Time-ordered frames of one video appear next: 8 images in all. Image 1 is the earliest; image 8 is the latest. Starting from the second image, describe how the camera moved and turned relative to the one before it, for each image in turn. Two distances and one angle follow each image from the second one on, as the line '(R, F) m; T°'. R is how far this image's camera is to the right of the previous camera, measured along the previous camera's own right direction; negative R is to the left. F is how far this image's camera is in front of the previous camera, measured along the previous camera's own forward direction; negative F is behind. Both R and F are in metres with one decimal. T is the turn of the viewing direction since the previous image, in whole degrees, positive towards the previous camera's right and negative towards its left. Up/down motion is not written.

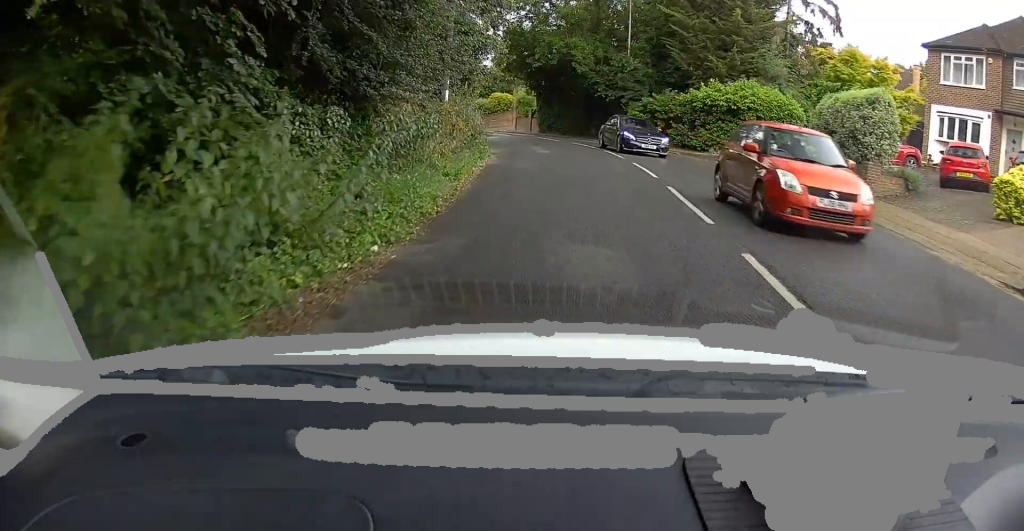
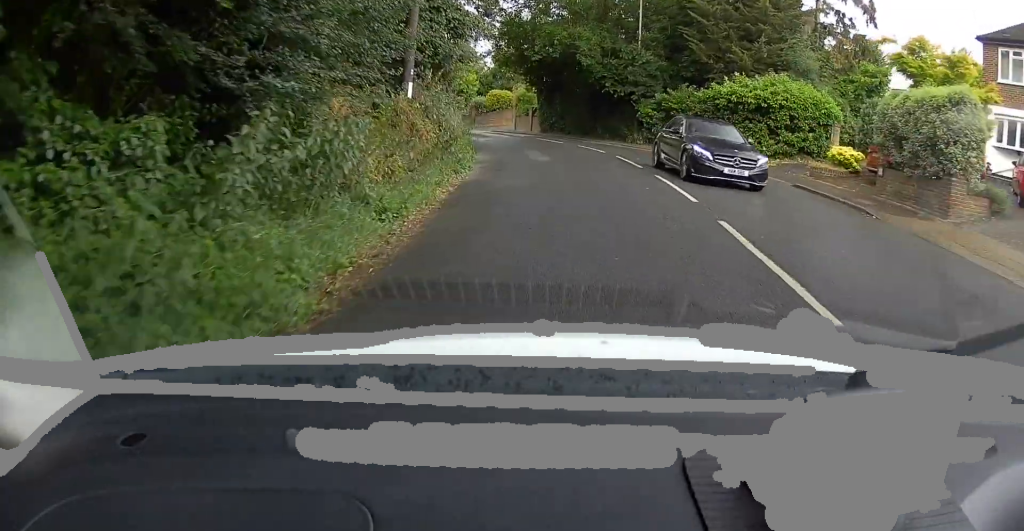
(+0.2, +4.2) m; 0°
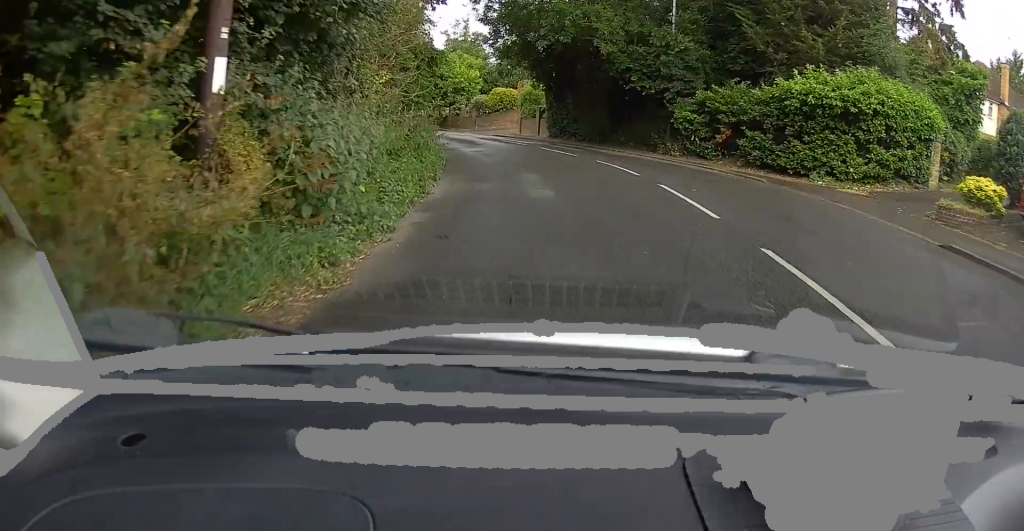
(-0.4, +7.7) m; -7°
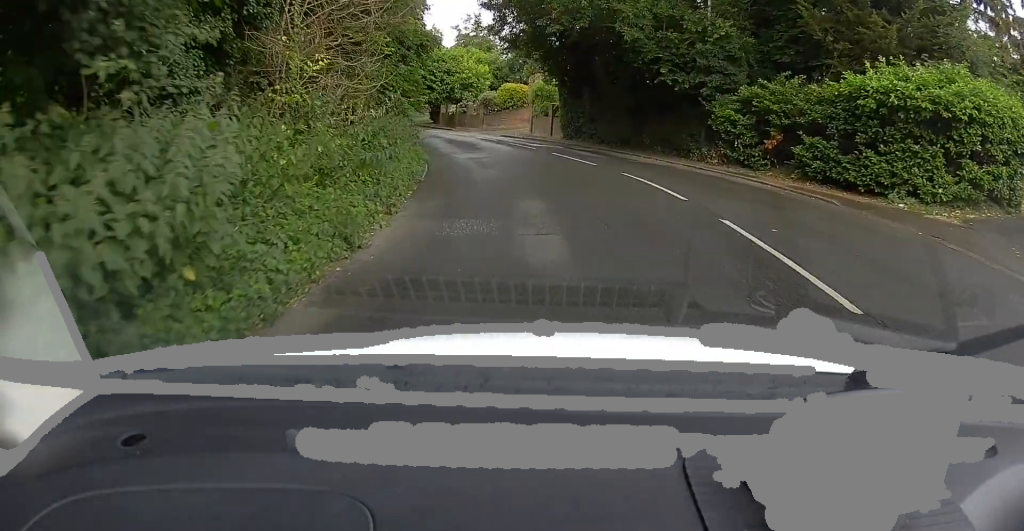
(-0.3, +4.4) m; 0°
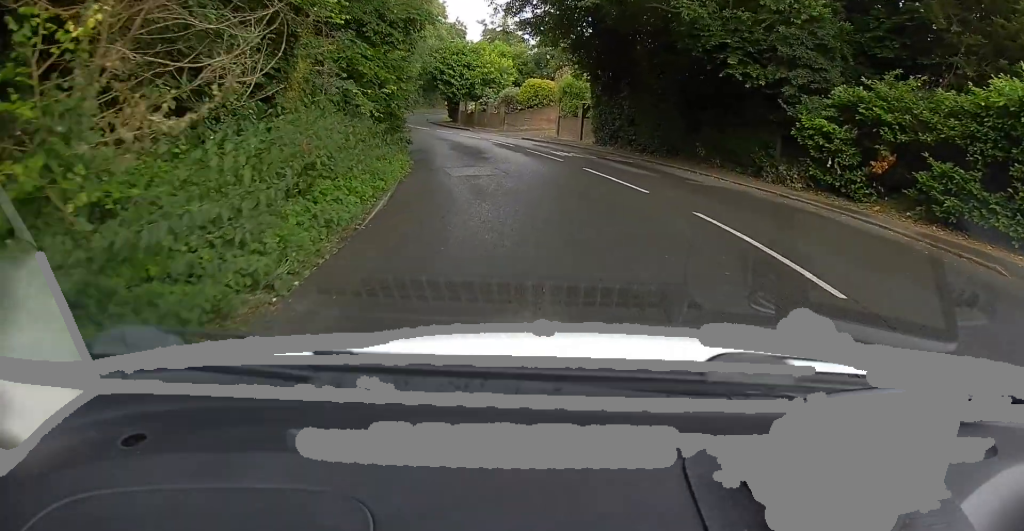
(0.0, +5.6) m; +1°
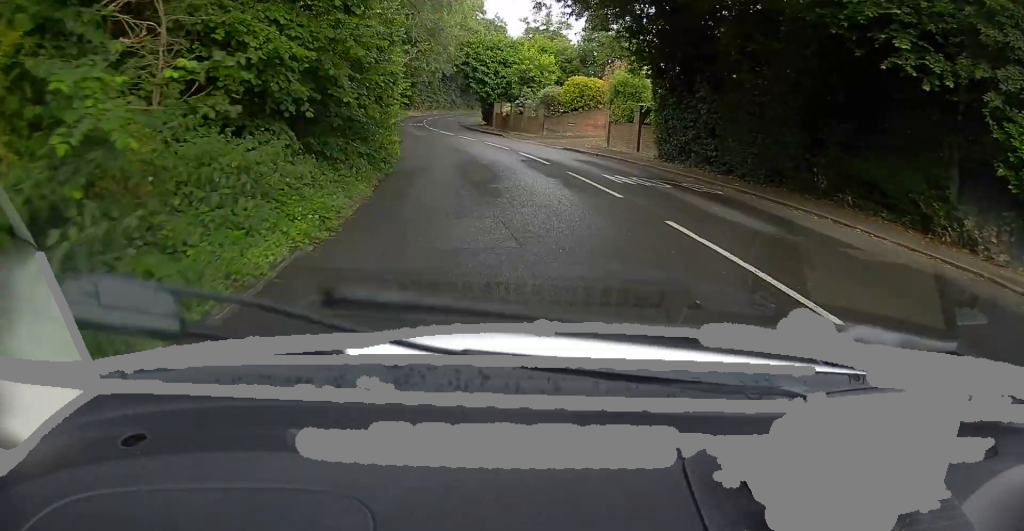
(+0.2, +7.0) m; 0°
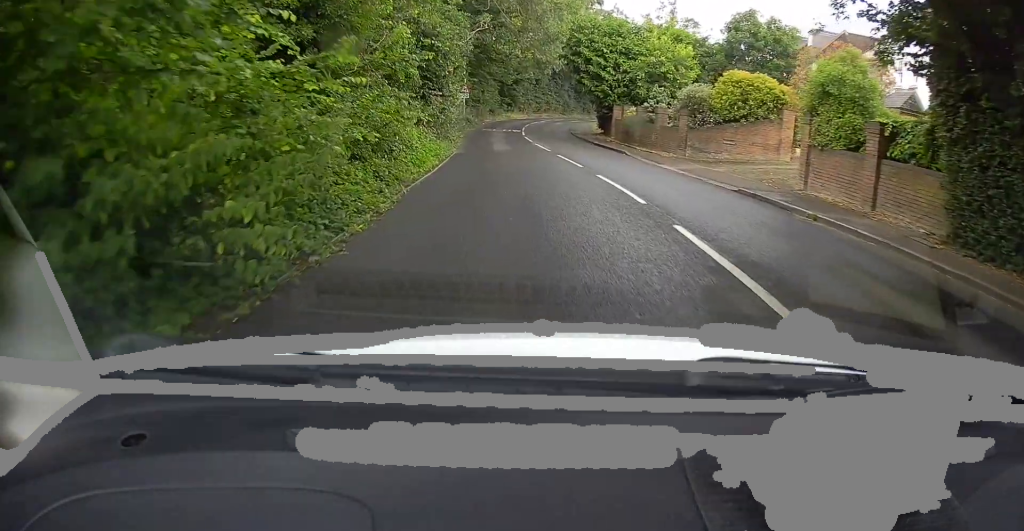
(-0.8, +11.5) m; -11°
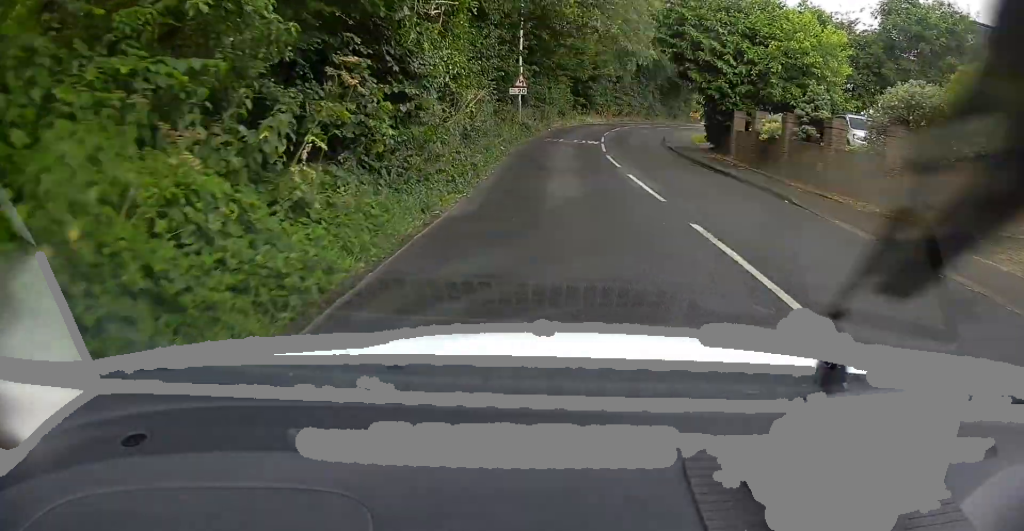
(-1.1, +11.3) m; -7°
